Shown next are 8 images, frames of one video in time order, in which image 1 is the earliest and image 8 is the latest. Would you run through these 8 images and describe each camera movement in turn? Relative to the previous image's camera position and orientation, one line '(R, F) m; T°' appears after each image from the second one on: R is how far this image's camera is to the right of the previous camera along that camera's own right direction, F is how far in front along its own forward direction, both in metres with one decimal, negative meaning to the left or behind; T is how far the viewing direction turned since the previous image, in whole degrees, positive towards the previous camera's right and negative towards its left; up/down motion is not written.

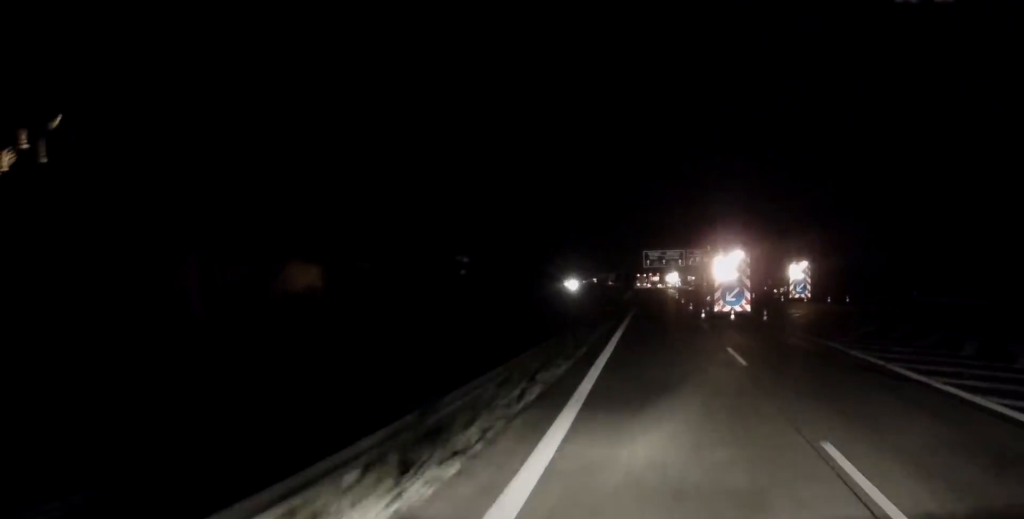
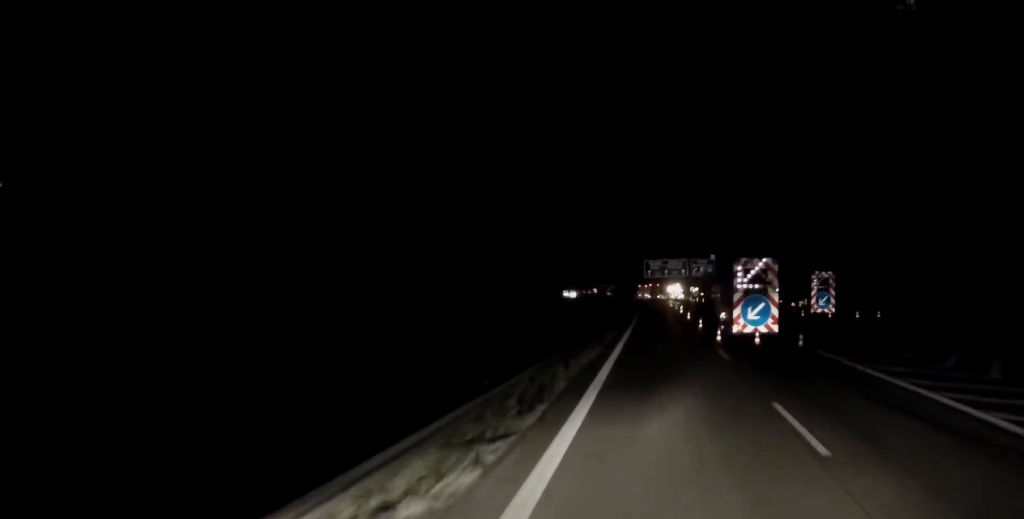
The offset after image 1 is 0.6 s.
(0.0, +11.5) m; 0°
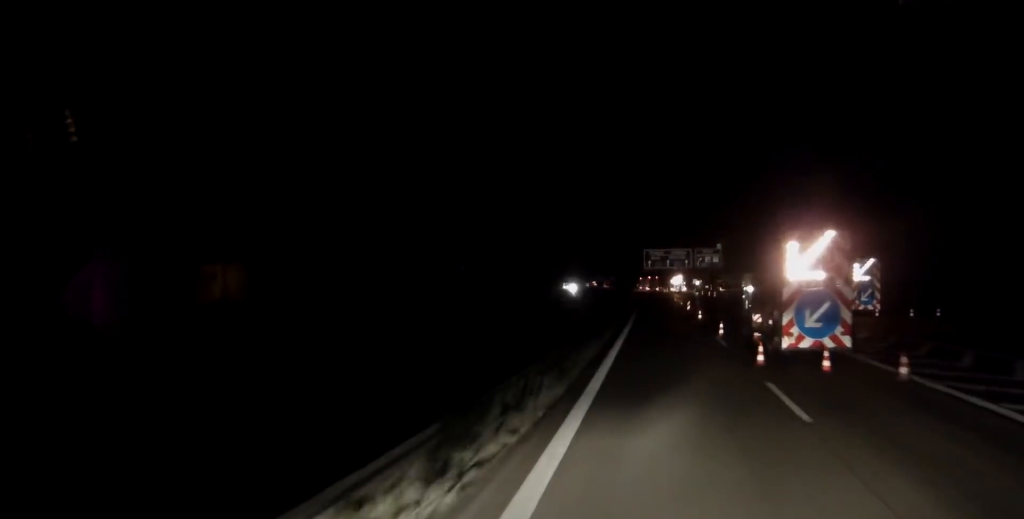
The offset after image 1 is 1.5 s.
(0.0, +15.7) m; 0°
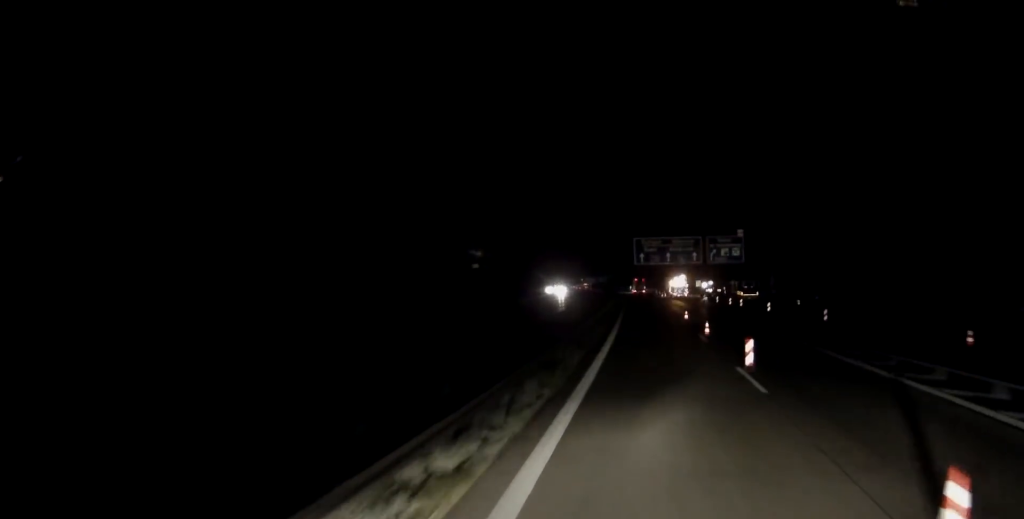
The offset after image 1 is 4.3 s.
(+0.5, +49.6) m; 0°
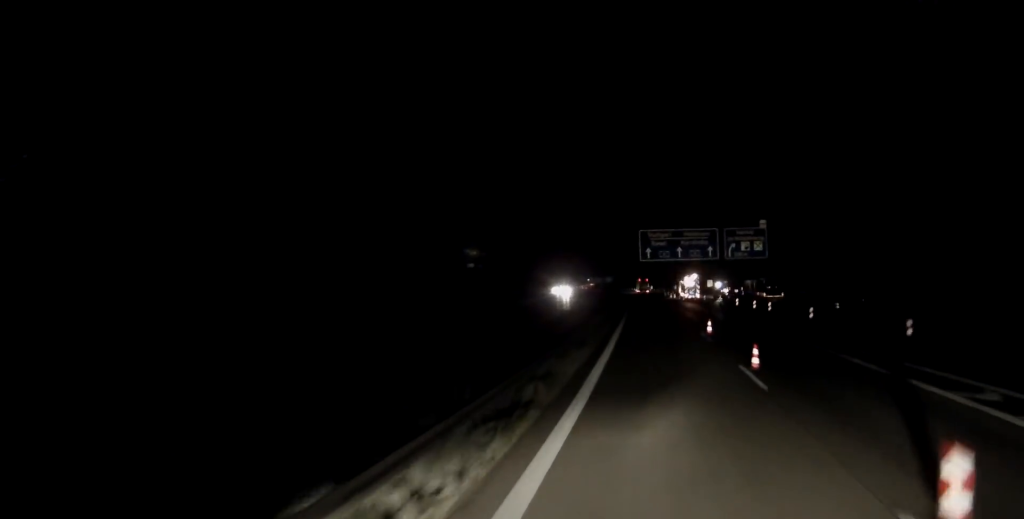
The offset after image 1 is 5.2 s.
(-0.3, +17.2) m; -1°
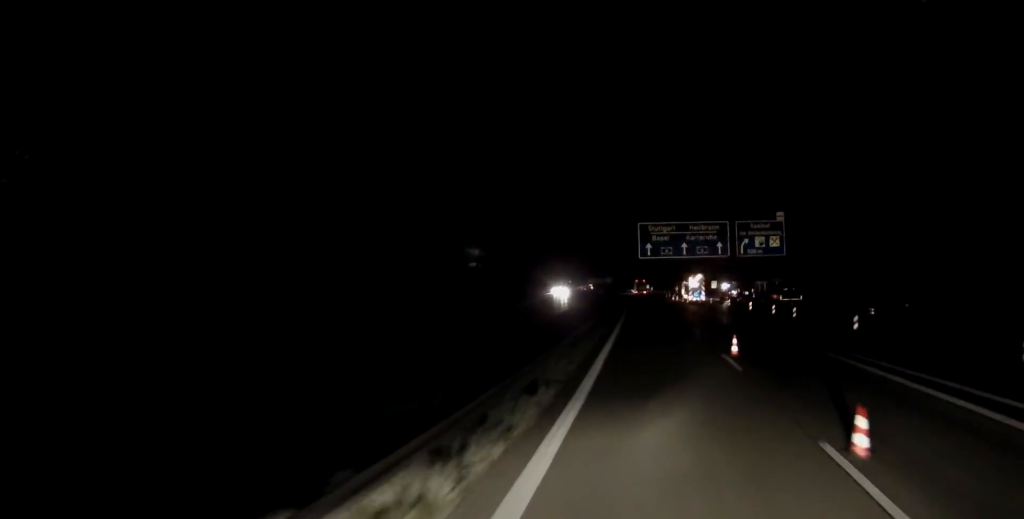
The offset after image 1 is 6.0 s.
(+0.1, +13.1) m; +1°
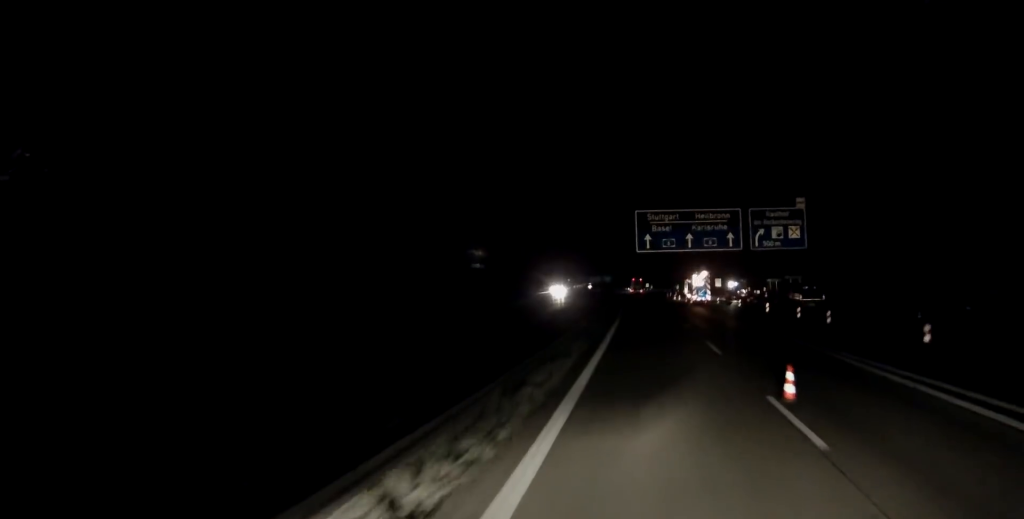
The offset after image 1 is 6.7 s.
(0.0, +12.6) m; 0°
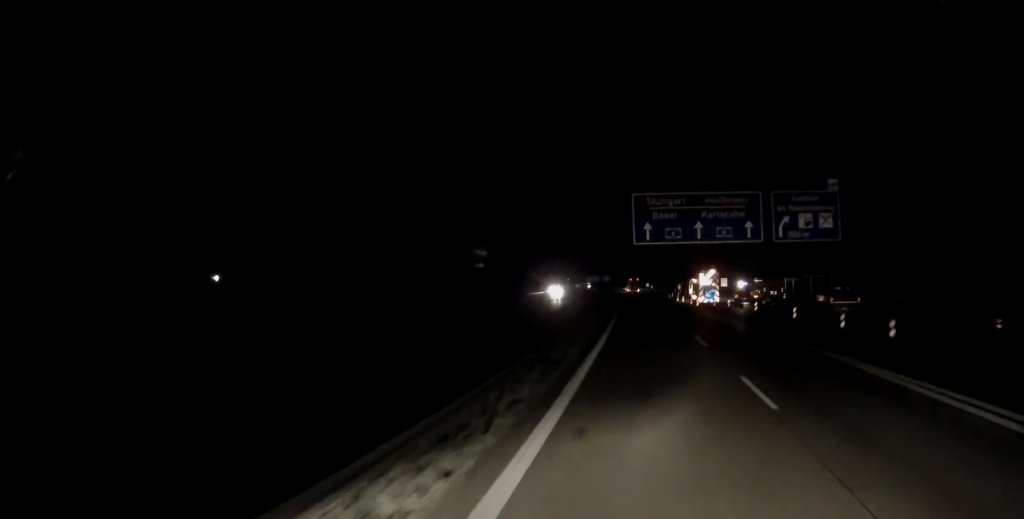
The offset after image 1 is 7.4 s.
(0.0, +13.9) m; 0°
